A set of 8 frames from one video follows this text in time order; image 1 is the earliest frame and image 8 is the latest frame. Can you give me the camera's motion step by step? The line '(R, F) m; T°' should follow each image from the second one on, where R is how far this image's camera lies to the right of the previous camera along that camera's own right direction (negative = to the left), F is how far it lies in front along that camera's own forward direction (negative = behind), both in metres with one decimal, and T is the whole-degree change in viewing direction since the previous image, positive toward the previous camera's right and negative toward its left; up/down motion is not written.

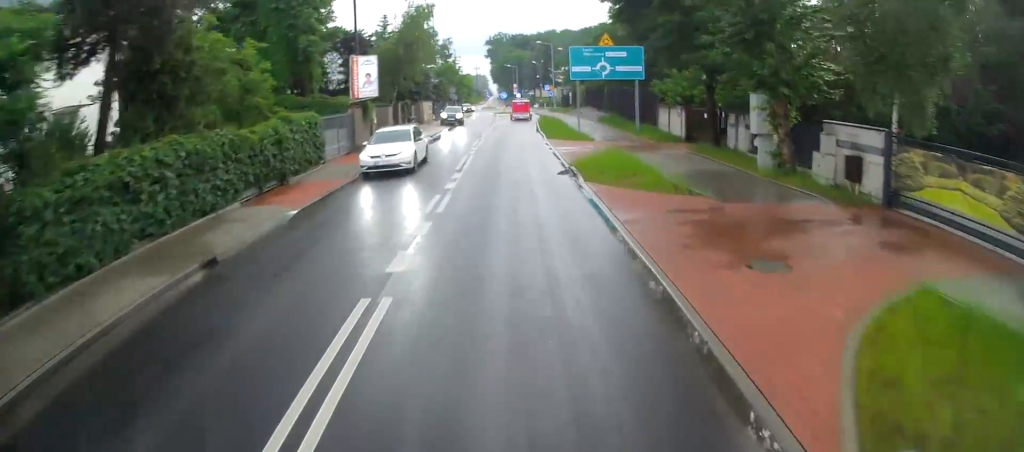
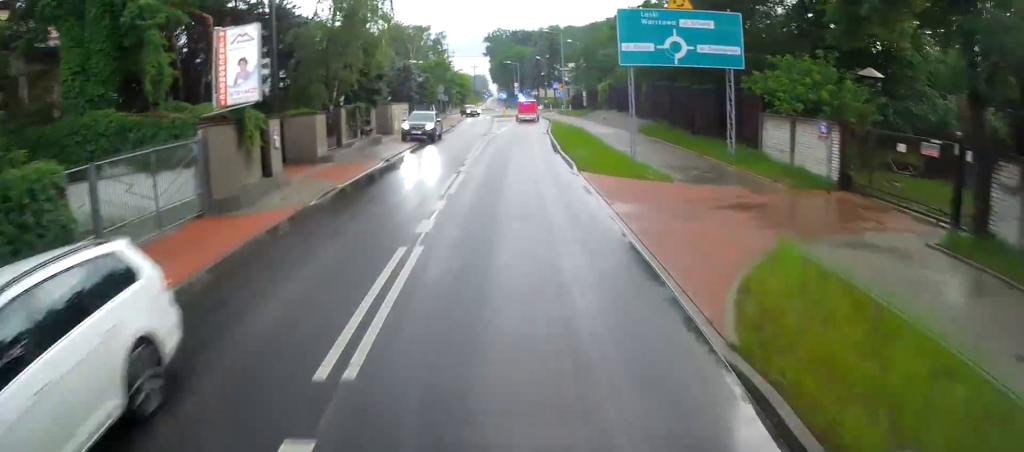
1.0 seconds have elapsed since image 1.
(+0.4, +14.4) m; +1°
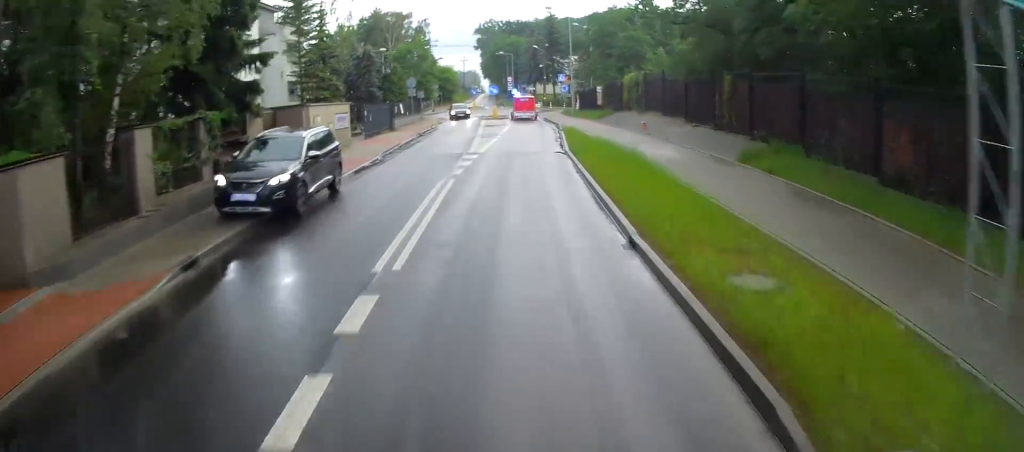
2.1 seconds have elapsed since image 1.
(-0.1, +15.9) m; 0°
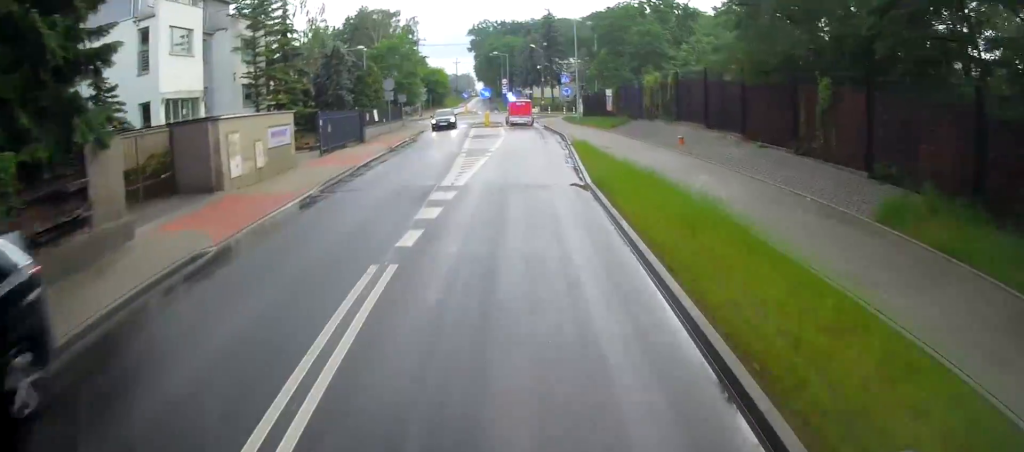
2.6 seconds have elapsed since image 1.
(0.0, +8.3) m; 0°
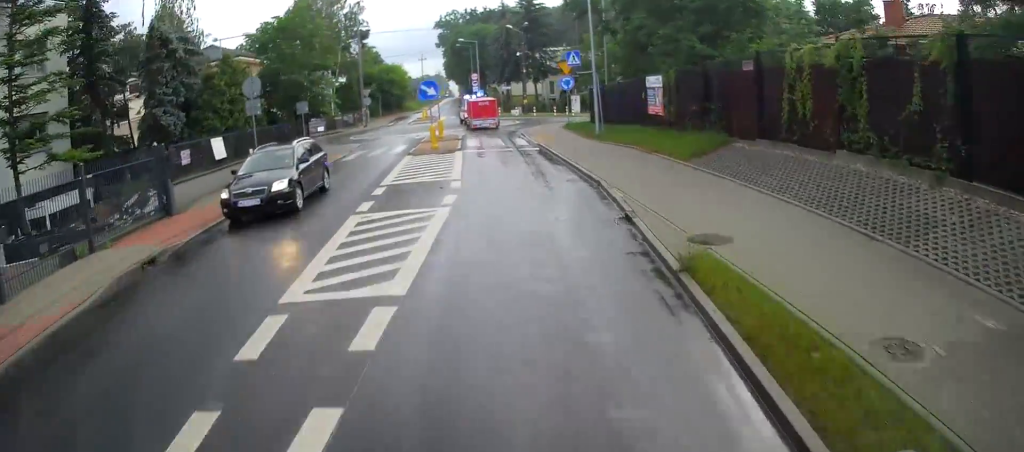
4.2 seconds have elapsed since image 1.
(+0.2, +22.6) m; +2°
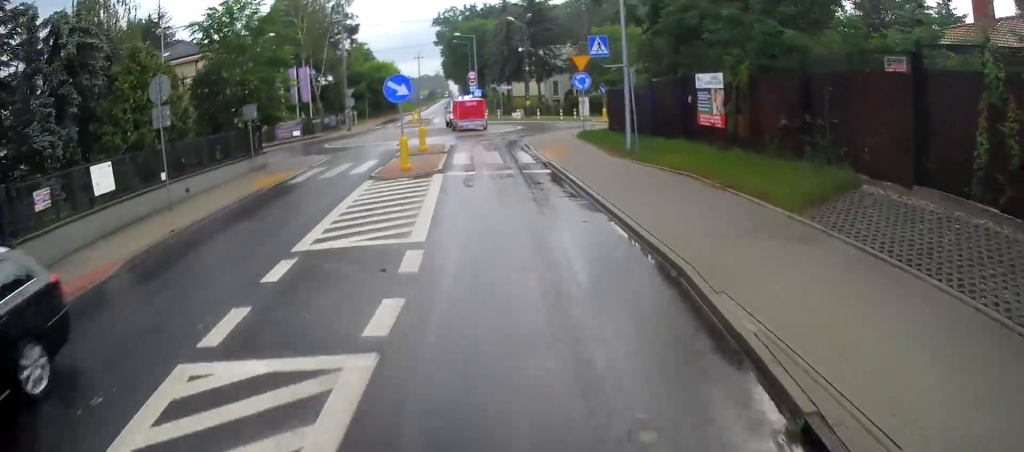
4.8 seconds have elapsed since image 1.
(+0.1, +7.9) m; +1°
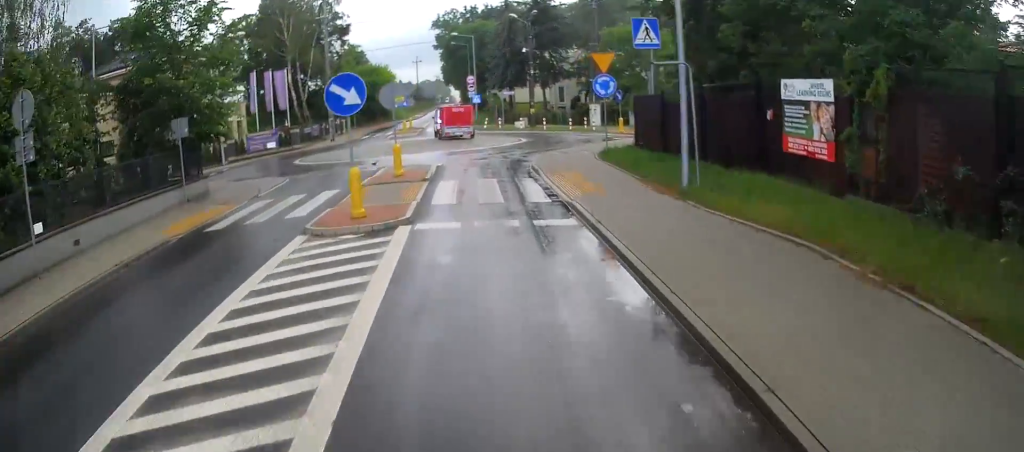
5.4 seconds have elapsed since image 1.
(0.0, +6.4) m; 0°
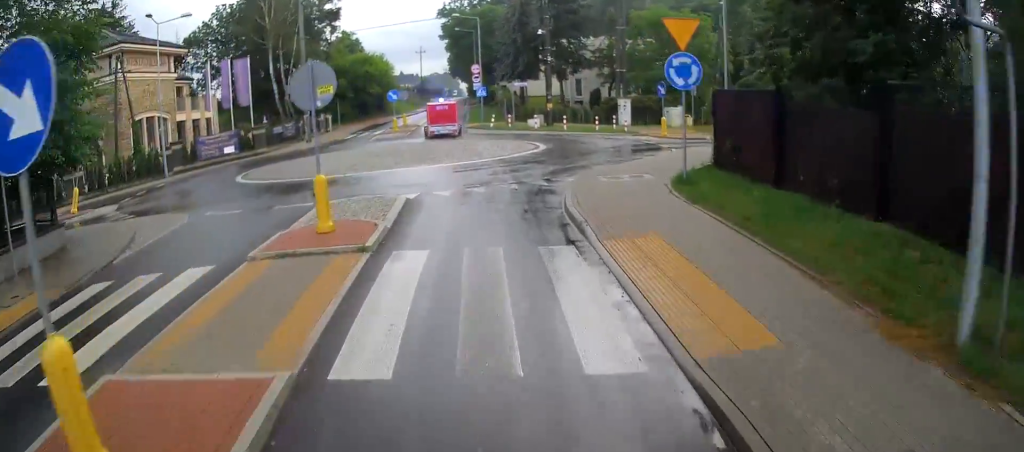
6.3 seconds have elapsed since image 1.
(+0.1, +9.6) m; -1°
